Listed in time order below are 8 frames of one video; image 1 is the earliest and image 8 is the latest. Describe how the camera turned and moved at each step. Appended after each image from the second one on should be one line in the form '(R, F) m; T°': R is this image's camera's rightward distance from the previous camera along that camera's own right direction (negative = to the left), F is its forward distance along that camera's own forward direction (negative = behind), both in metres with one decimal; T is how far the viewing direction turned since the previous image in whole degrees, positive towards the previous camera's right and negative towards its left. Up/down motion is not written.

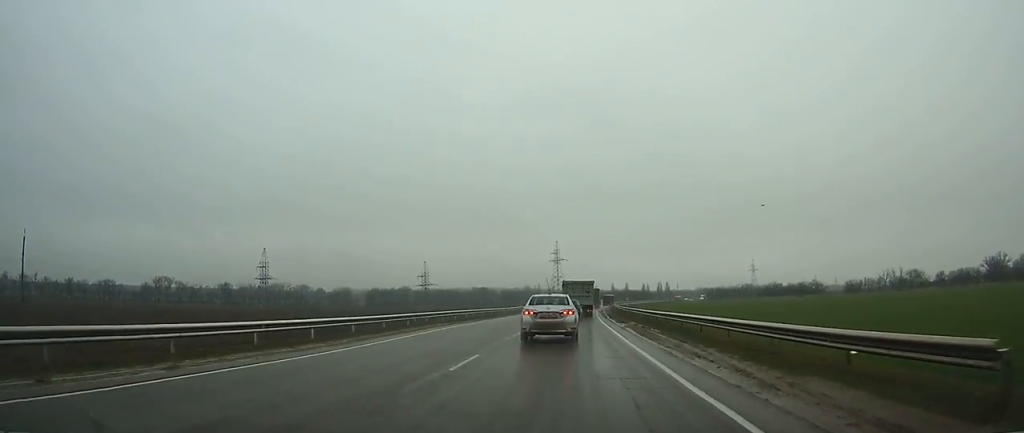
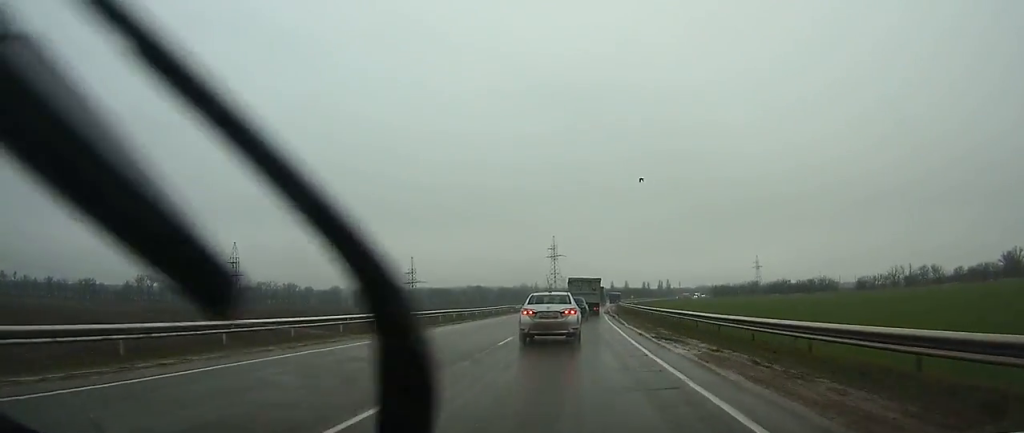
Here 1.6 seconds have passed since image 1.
(0.0, +17.3) m; 0°
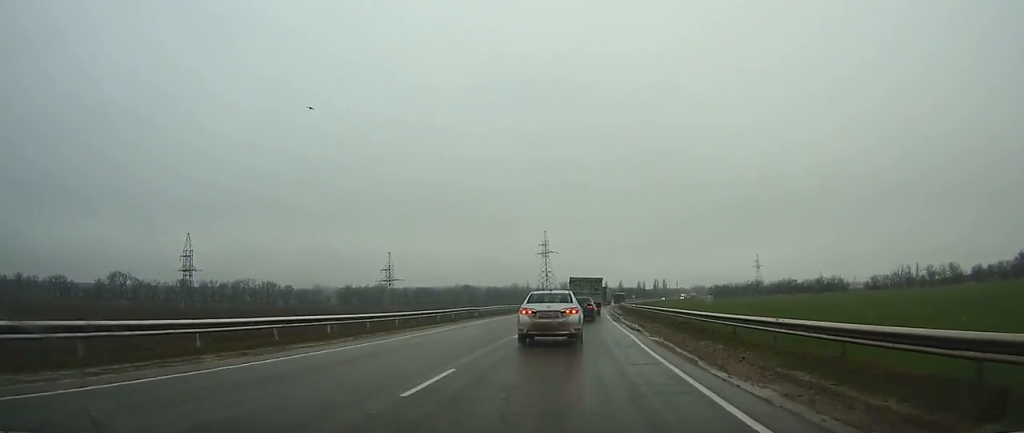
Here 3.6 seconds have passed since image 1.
(+0.1, +20.9) m; +1°
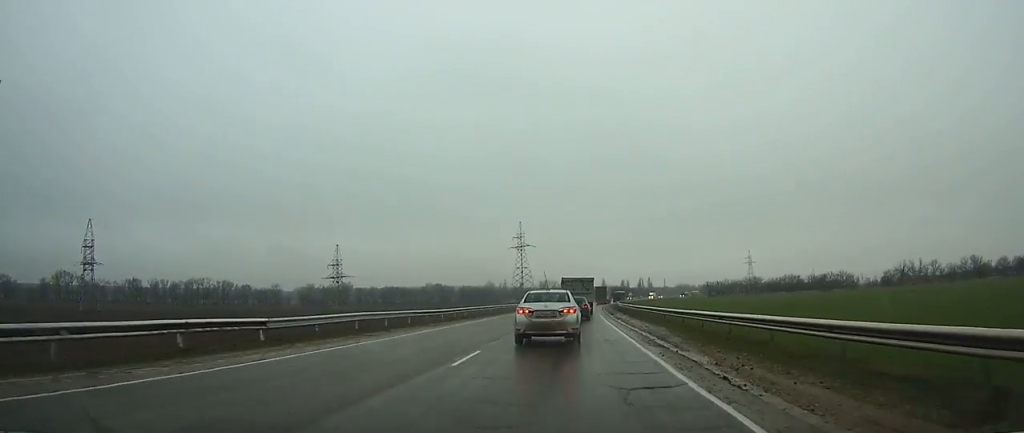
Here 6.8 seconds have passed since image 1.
(+0.5, +32.3) m; +2°
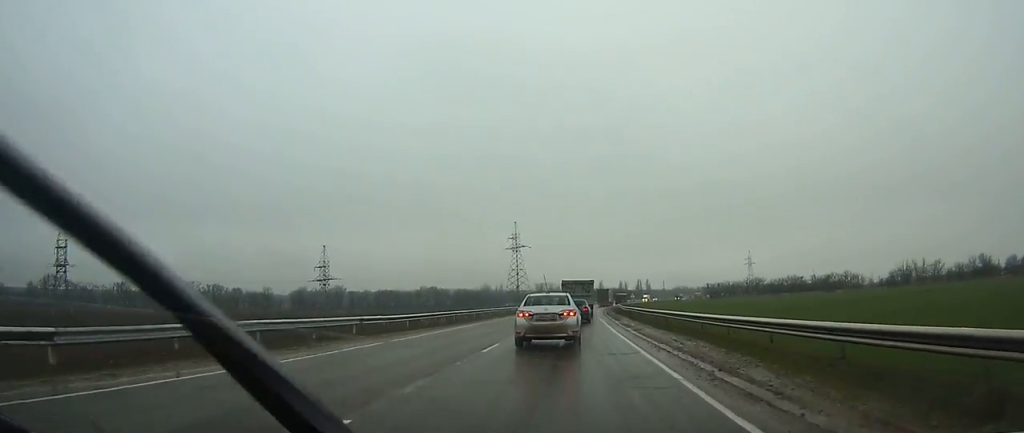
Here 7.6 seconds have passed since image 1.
(+0.1, +7.9) m; 0°
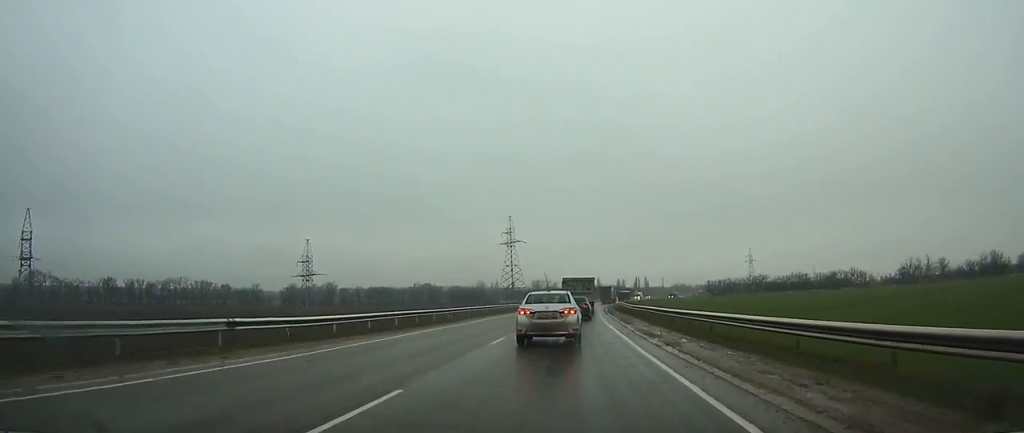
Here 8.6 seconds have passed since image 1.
(+0.1, +9.9) m; 0°
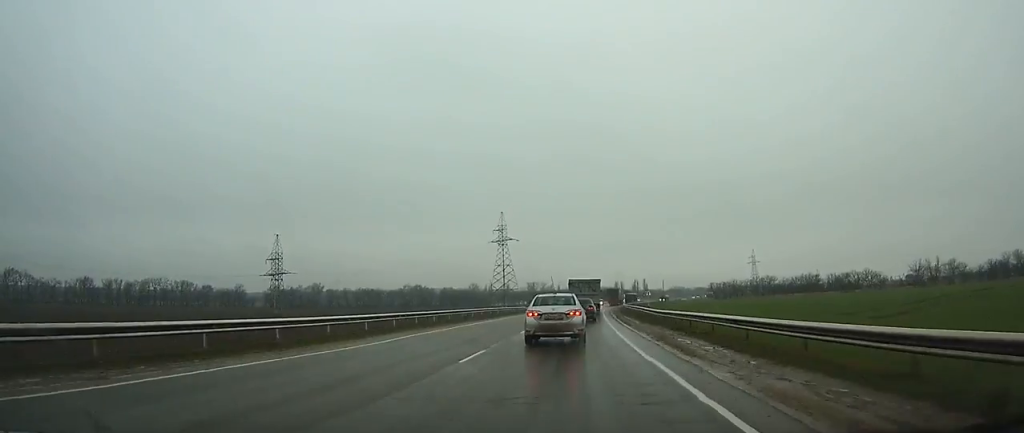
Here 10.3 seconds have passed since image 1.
(0.0, +16.4) m; 0°
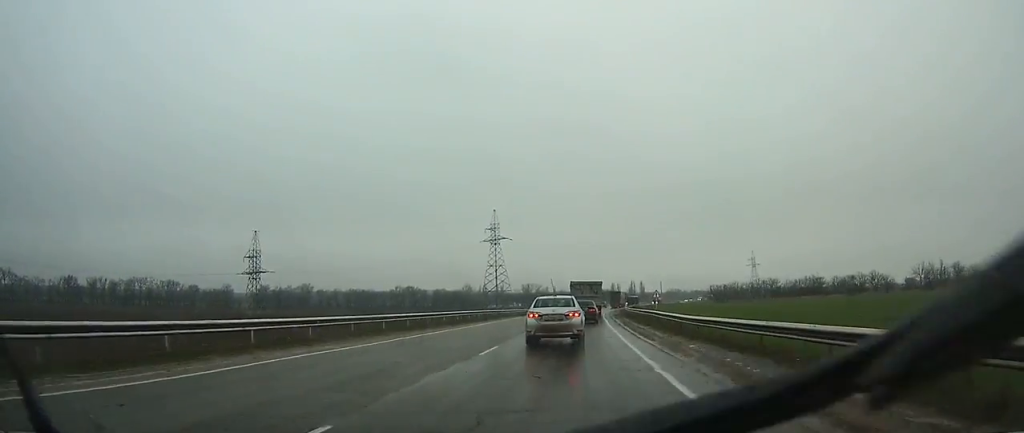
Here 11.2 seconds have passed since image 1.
(0.0, +9.2) m; 0°
